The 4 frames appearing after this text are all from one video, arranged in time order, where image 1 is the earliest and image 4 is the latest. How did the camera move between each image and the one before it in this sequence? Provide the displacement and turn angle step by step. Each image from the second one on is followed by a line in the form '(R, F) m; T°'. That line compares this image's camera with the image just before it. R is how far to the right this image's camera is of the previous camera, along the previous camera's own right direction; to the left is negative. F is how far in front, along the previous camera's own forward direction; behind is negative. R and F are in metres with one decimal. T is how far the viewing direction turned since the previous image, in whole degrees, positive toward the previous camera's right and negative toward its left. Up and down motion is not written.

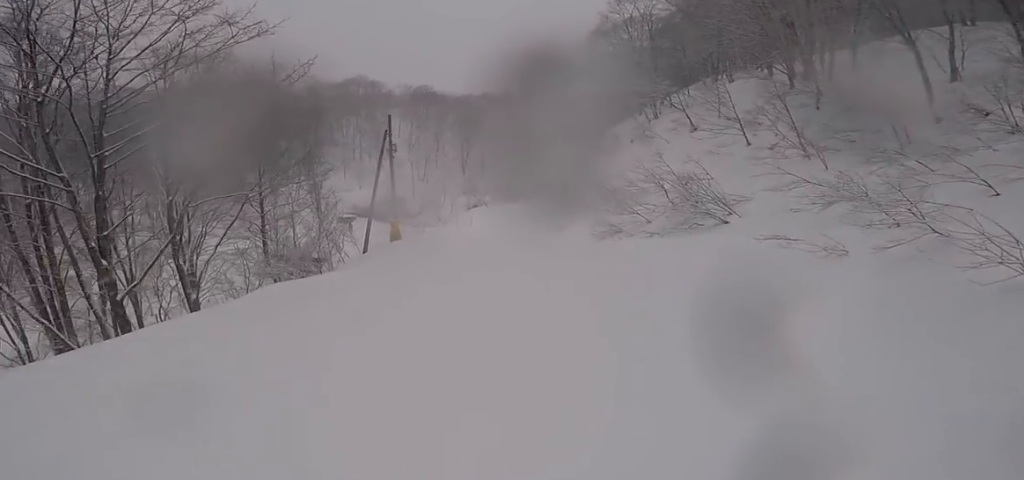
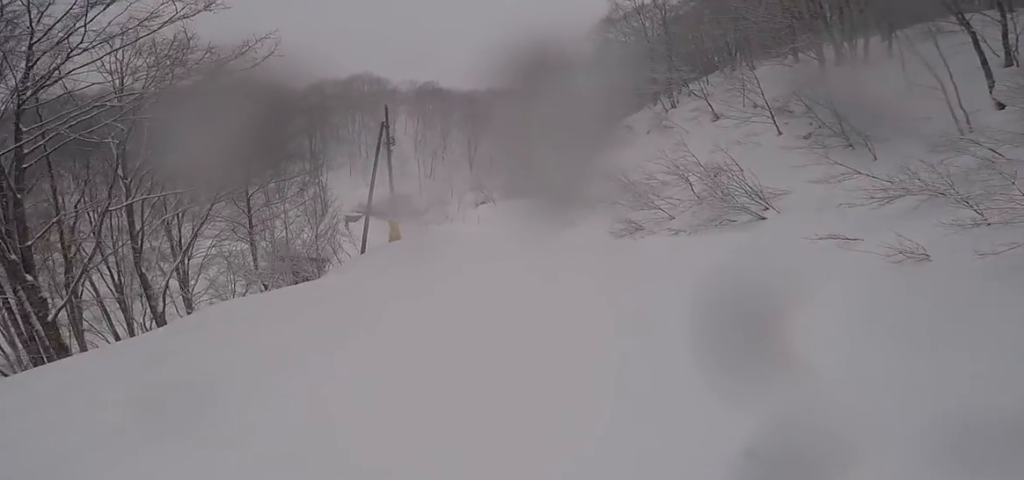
(-0.5, +2.0) m; 0°
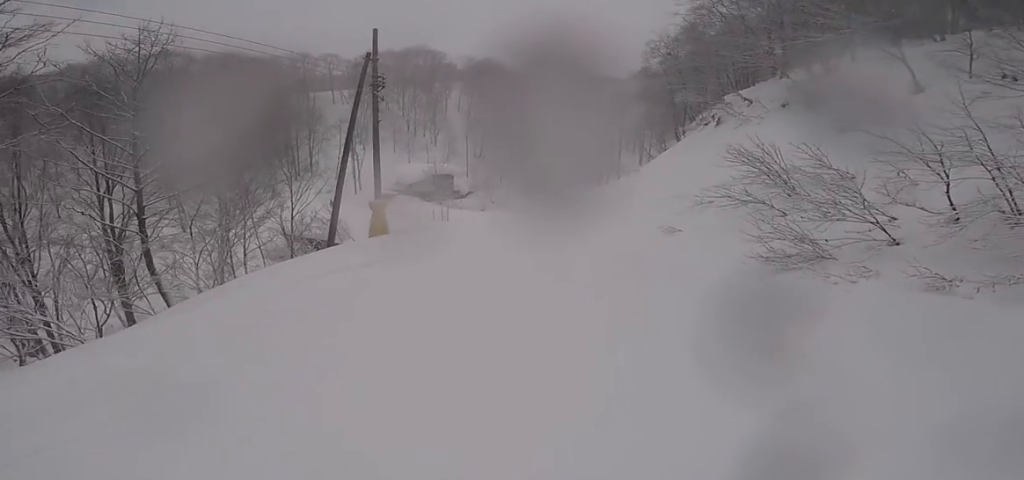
(0.0, +10.0) m; 0°
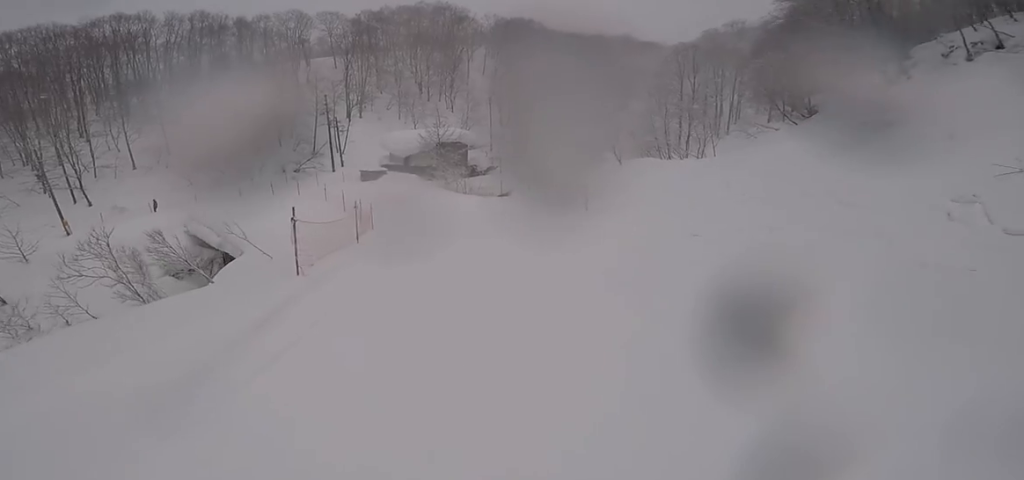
(-0.6, +21.3) m; -2°
